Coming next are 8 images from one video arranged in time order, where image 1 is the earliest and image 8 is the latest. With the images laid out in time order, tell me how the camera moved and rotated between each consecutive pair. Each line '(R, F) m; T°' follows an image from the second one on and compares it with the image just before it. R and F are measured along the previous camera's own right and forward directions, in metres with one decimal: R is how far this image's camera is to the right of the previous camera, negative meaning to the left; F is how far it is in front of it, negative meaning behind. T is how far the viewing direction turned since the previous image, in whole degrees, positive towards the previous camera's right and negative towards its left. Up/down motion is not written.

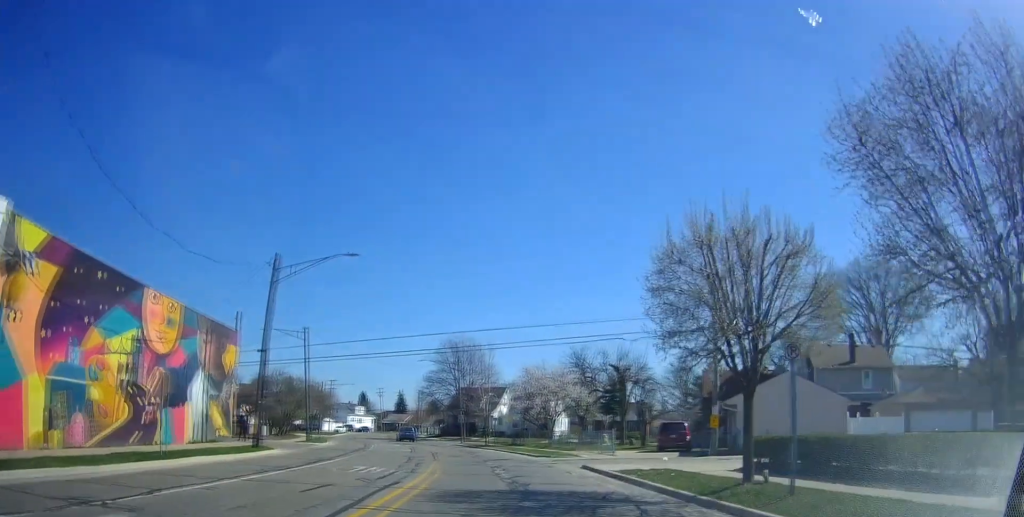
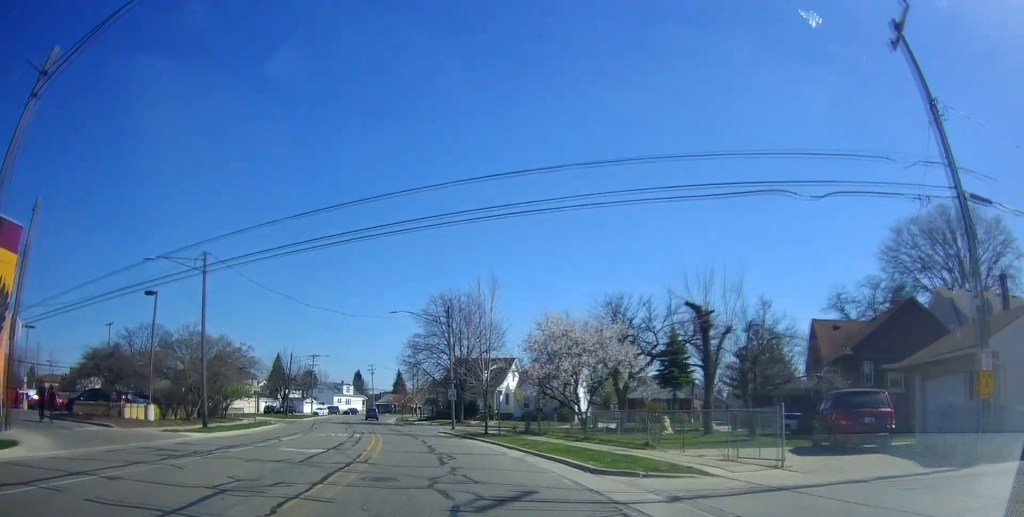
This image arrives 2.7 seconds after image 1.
(+2.7, +17.5) m; +10°
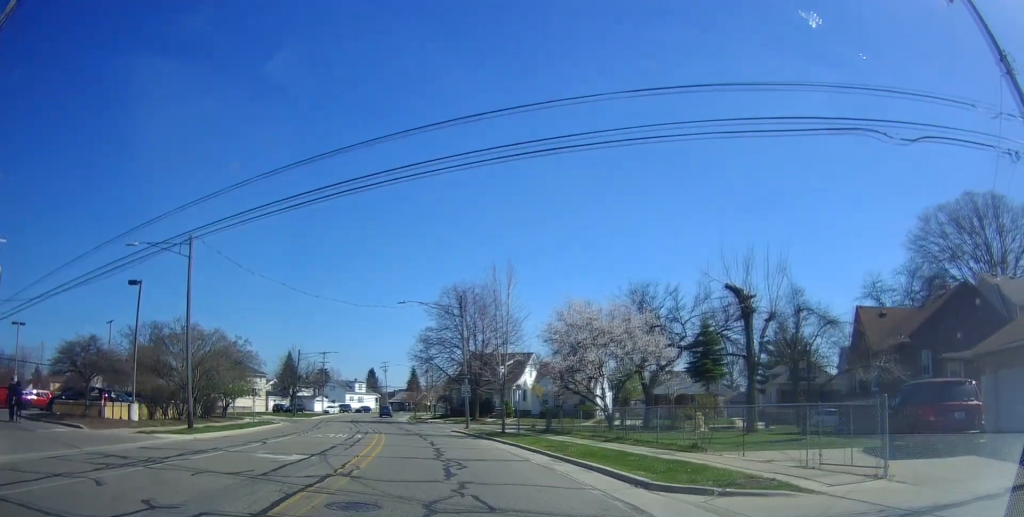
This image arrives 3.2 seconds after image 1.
(-0.1, +3.5) m; -2°
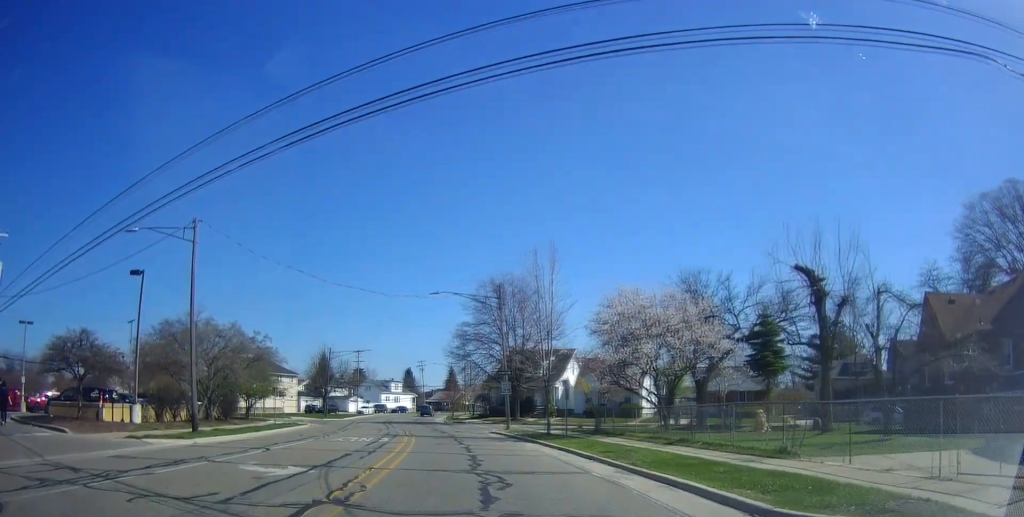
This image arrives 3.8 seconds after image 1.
(-0.1, +3.8) m; -3°
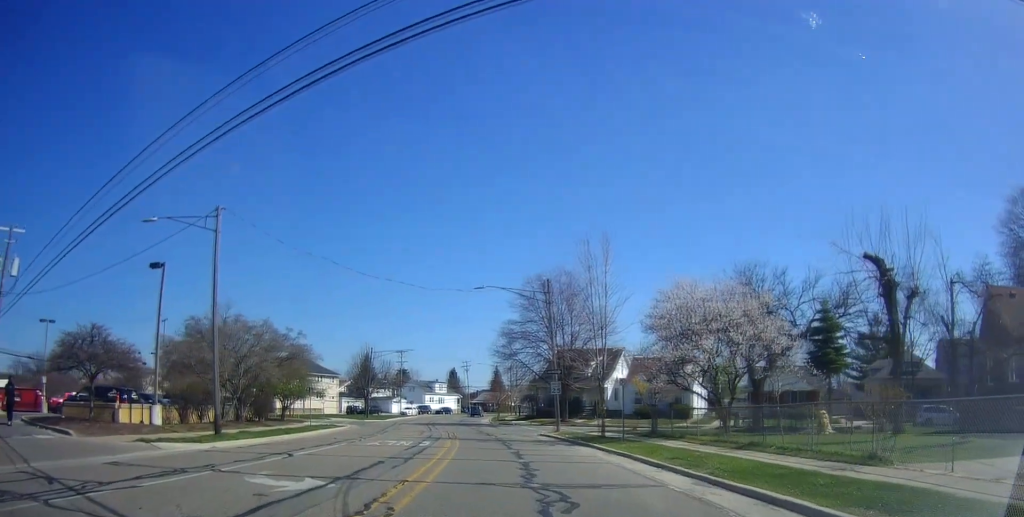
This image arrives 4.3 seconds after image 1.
(+0.1, +3.1) m; -3°
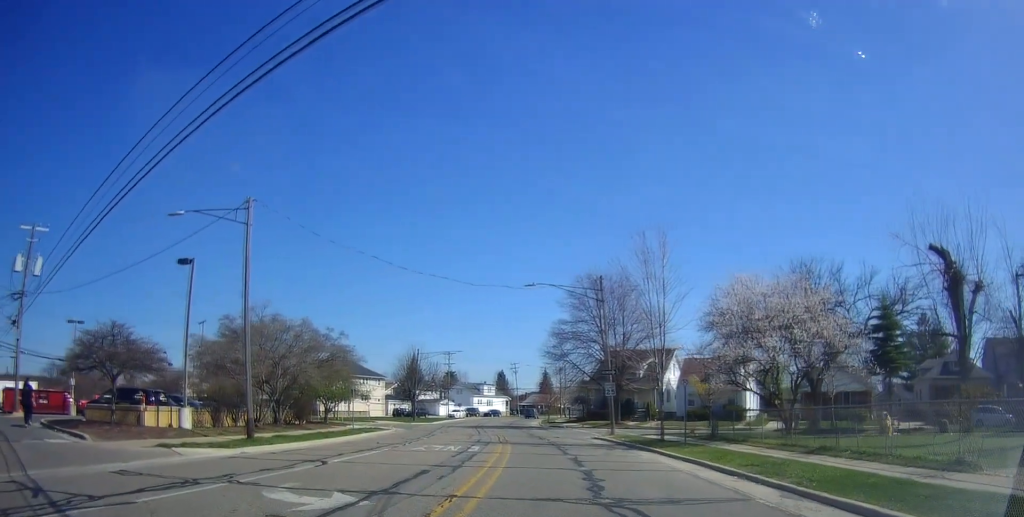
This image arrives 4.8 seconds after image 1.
(-0.2, +2.4) m; -2°
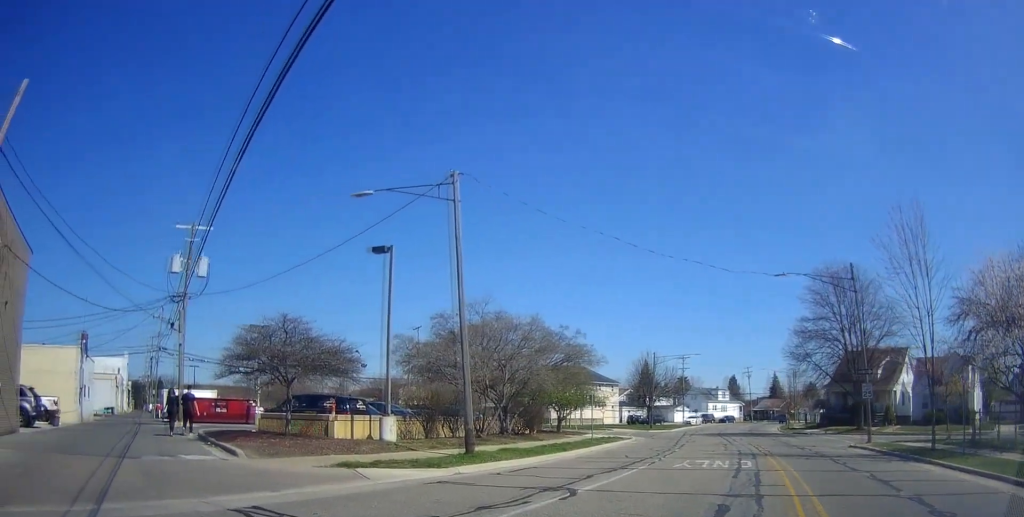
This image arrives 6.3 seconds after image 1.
(-0.2, +5.4) m; -23°
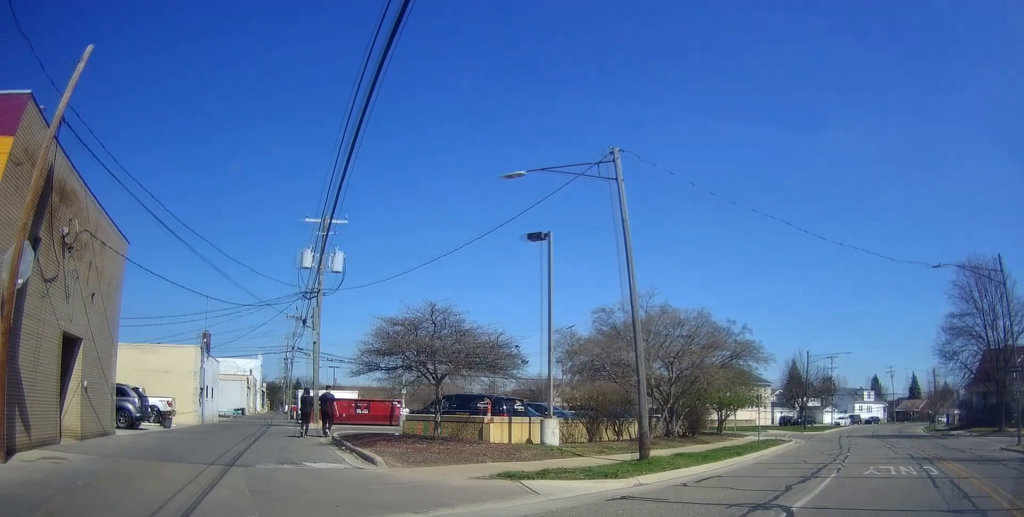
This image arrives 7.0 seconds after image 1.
(-0.8, +1.6) m; -28°
